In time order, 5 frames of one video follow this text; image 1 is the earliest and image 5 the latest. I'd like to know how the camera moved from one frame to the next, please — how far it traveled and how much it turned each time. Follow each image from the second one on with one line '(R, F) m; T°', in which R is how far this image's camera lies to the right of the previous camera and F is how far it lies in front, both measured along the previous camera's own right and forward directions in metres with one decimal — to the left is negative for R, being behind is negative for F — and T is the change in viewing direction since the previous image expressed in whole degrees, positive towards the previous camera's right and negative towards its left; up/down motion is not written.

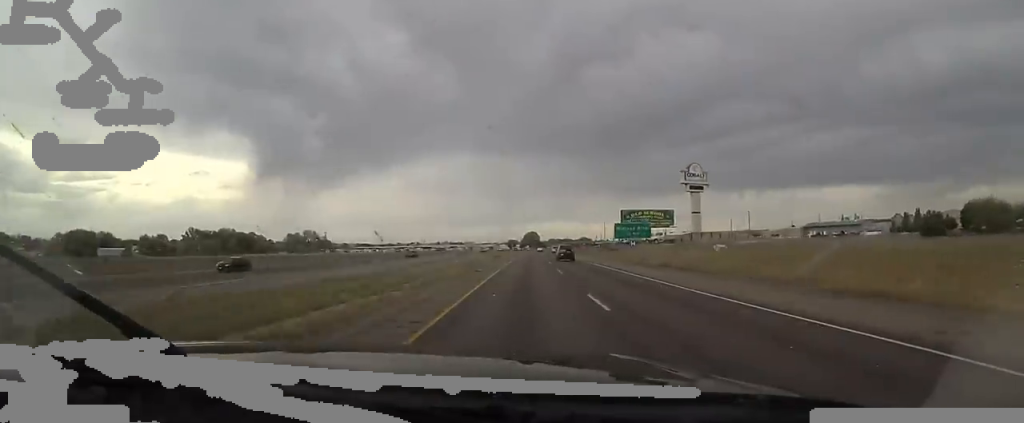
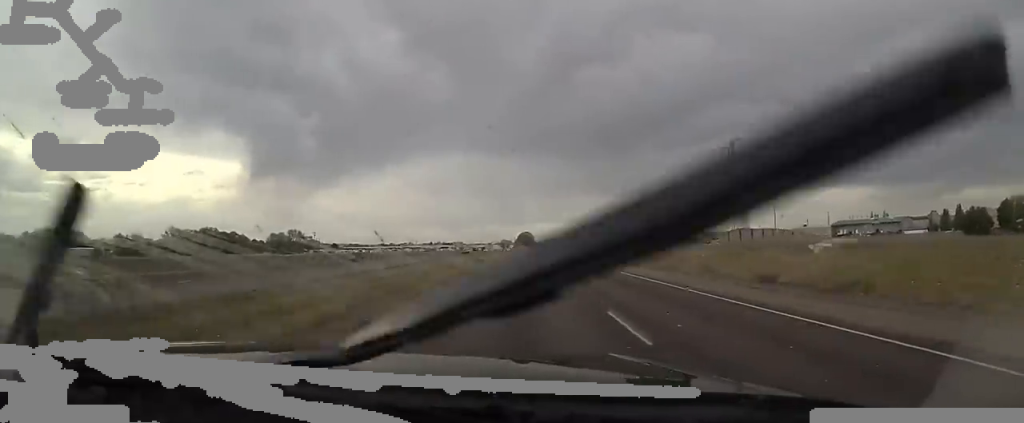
(+0.2, +19.9) m; 0°
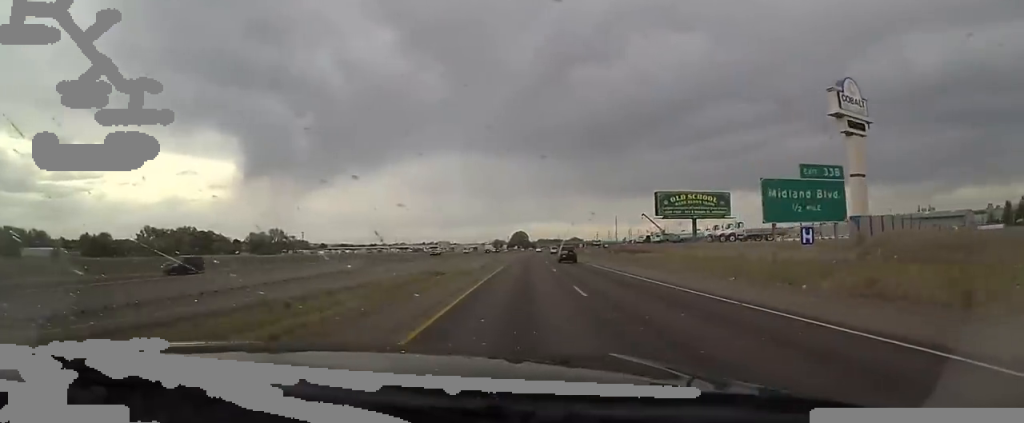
(0.0, +24.1) m; +1°
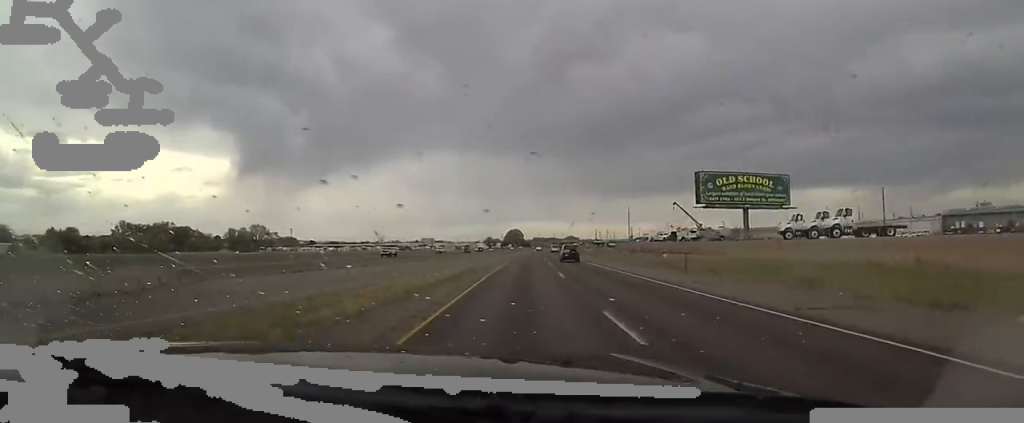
(0.0, +22.6) m; +1°
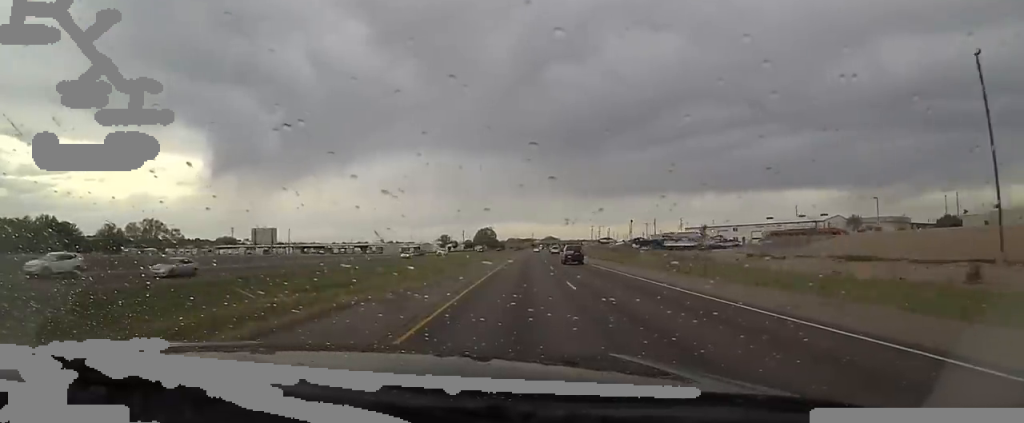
(+3.4, +93.0) m; +3°
